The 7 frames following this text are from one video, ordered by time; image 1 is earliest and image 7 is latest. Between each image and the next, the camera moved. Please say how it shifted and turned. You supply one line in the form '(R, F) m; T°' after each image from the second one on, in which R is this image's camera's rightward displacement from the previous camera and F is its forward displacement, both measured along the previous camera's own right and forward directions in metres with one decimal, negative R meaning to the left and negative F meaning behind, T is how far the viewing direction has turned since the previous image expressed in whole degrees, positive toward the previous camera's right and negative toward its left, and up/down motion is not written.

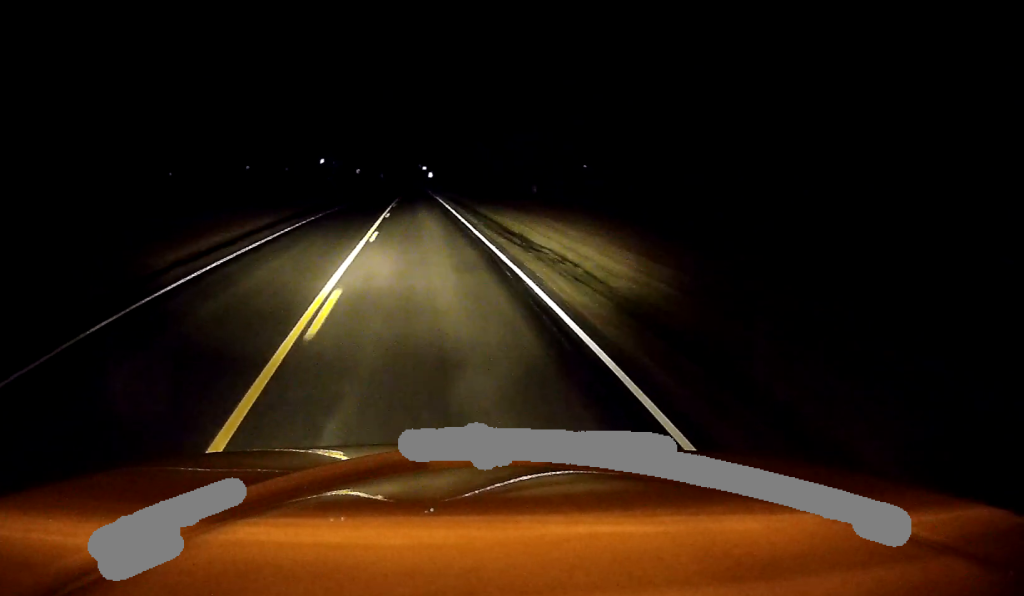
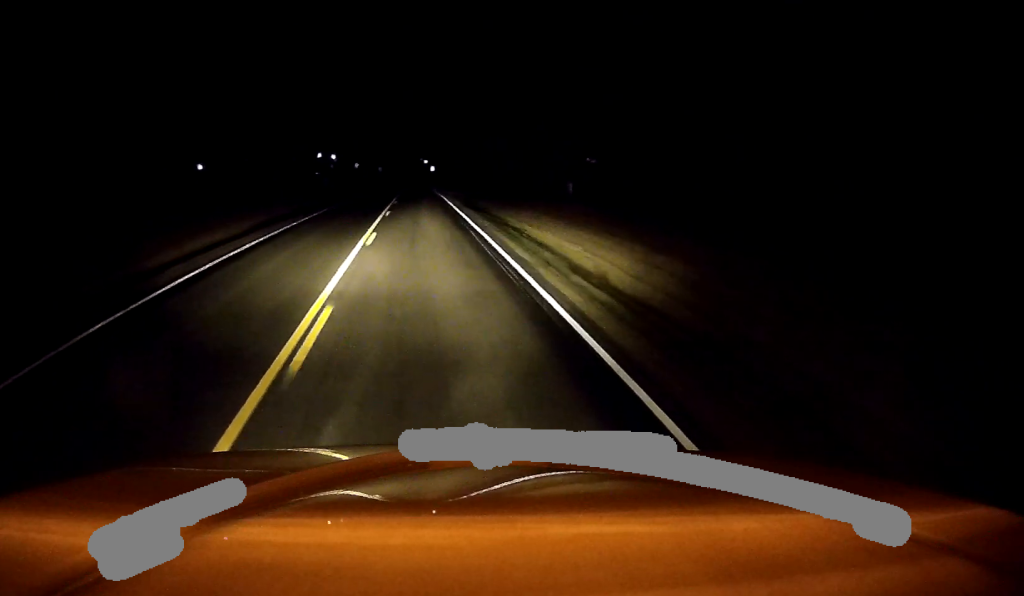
(0.0, +14.1) m; +1°
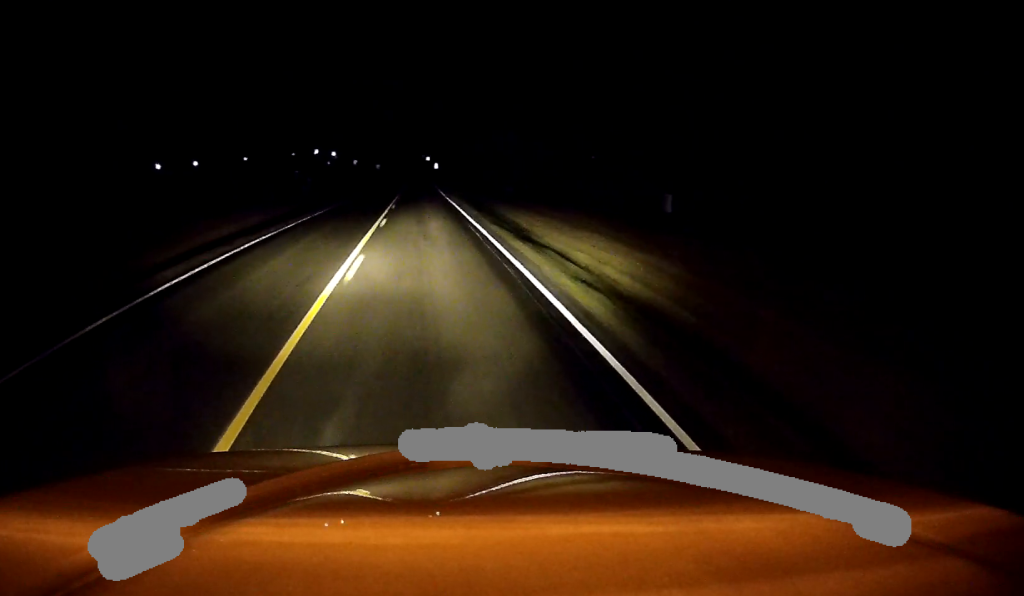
(0.0, +18.9) m; +1°
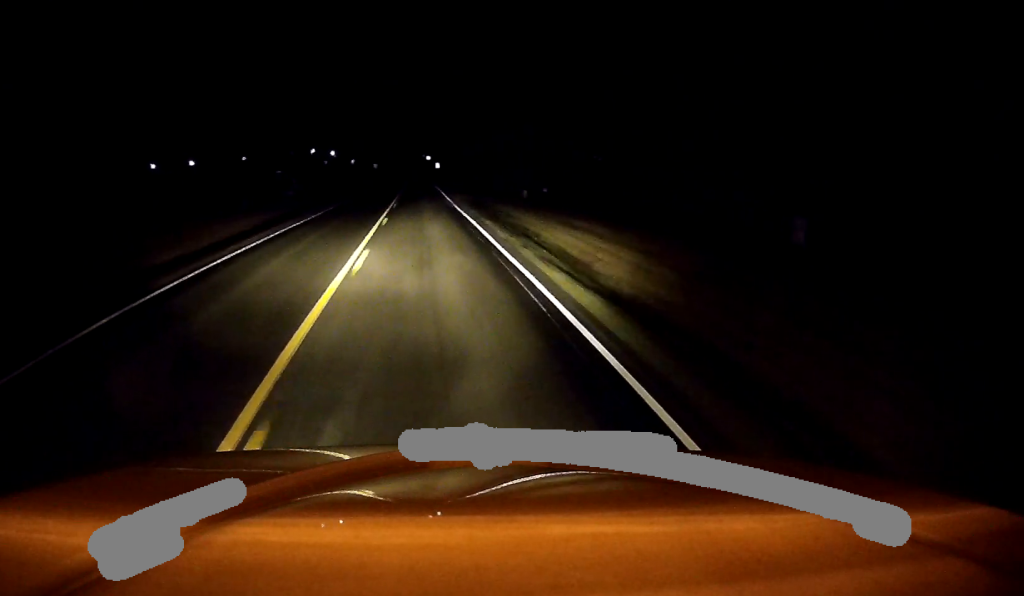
(+0.2, +11.1) m; 0°
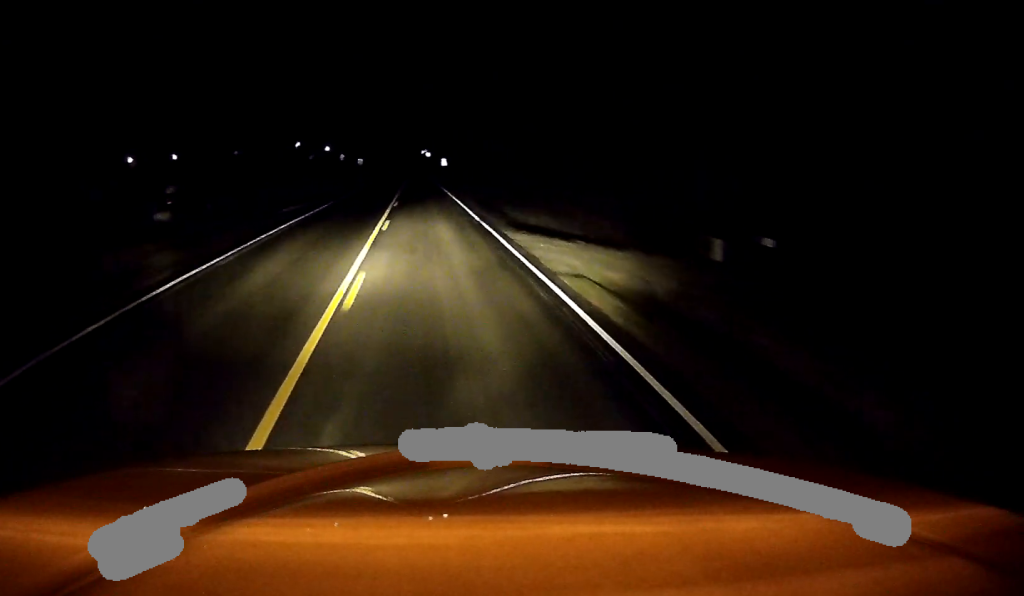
(-0.2, +41.2) m; -1°
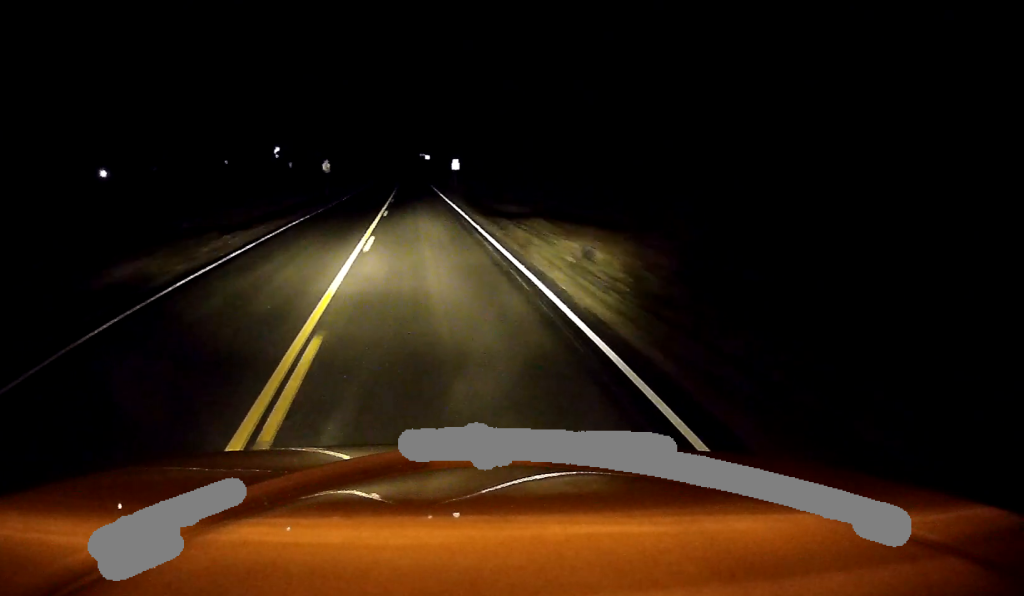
(-0.3, +41.3) m; -1°
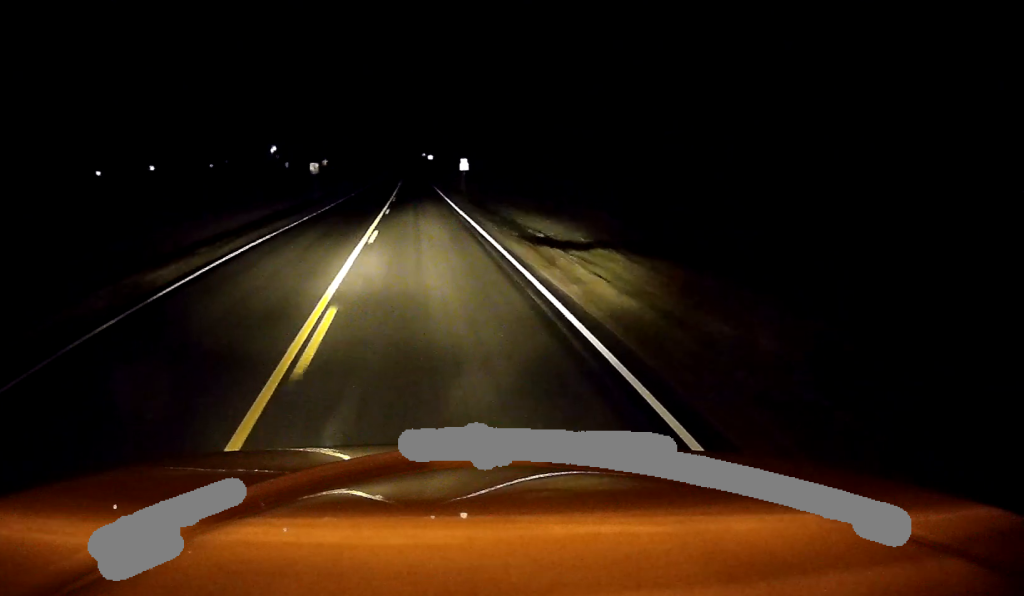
(-0.2, +10.4) m; 0°
